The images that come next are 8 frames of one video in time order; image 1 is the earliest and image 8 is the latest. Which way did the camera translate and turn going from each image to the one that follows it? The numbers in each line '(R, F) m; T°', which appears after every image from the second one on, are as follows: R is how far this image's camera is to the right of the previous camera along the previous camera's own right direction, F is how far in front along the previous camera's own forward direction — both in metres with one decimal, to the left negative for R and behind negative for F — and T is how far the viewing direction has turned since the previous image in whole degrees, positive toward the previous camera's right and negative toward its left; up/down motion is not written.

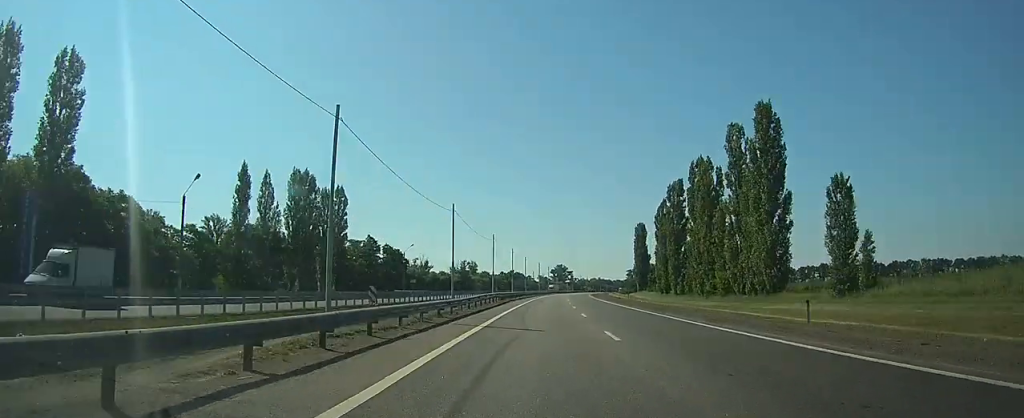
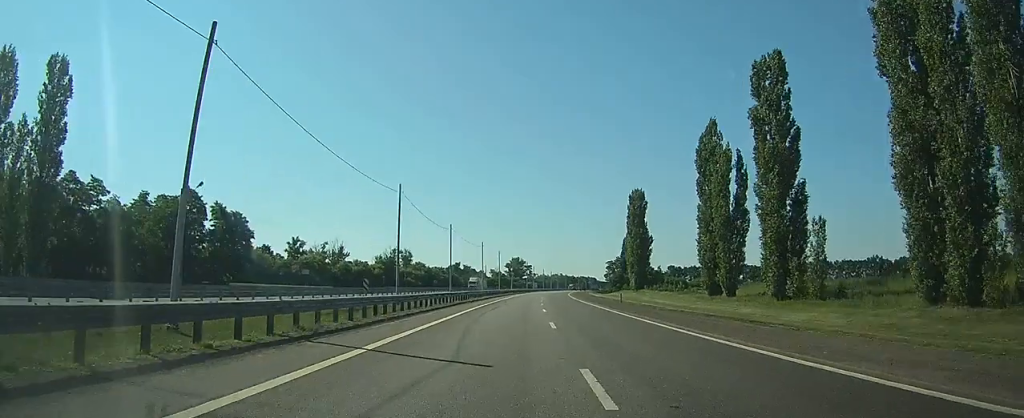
(+2.7, +68.3) m; +5°
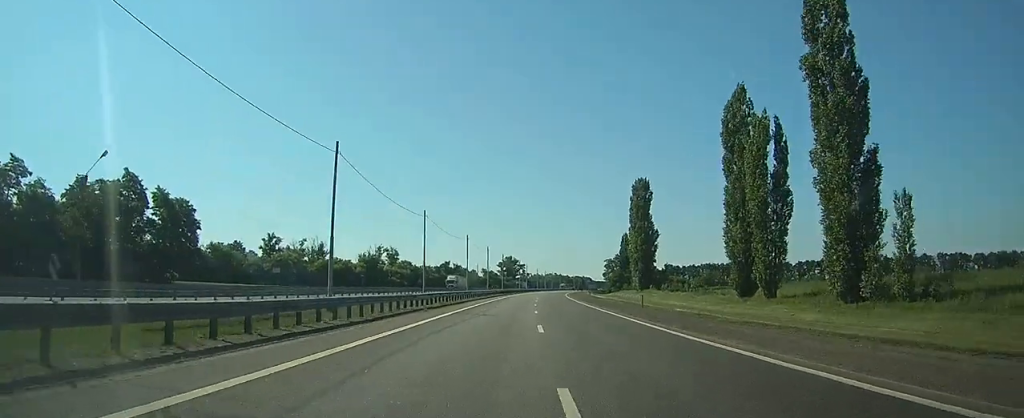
(+0.2, +13.8) m; +1°
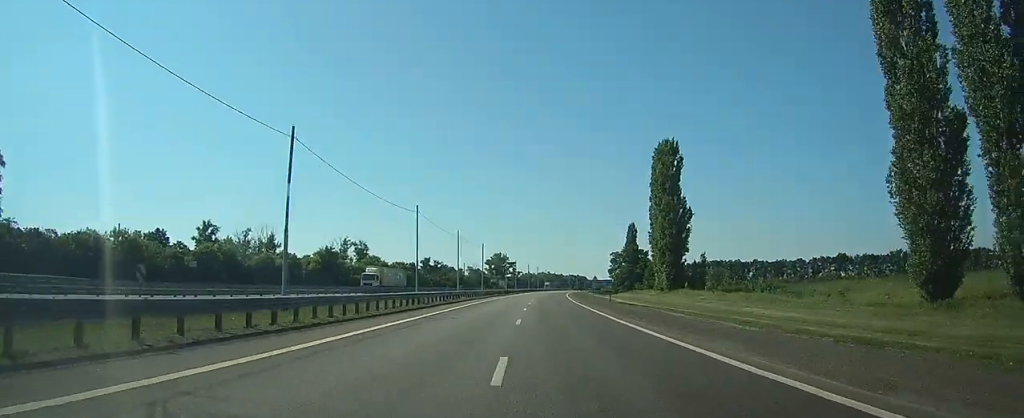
(0.0, +33.0) m; 0°
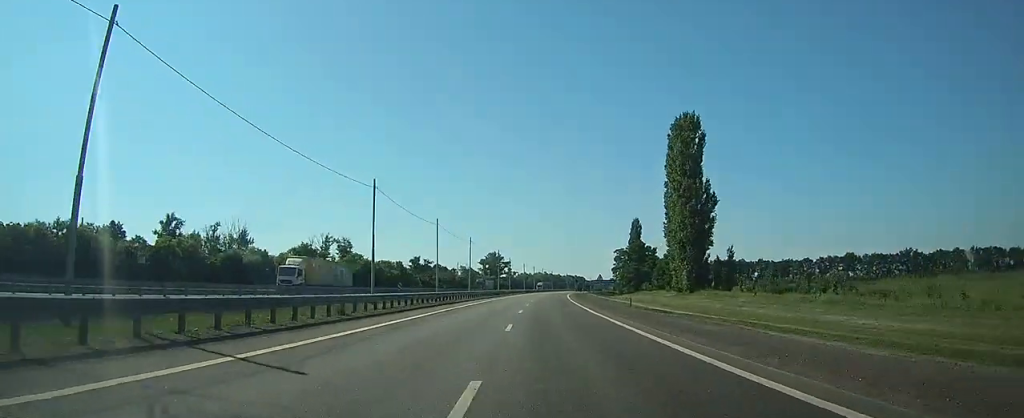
(-0.1, +14.5) m; 0°
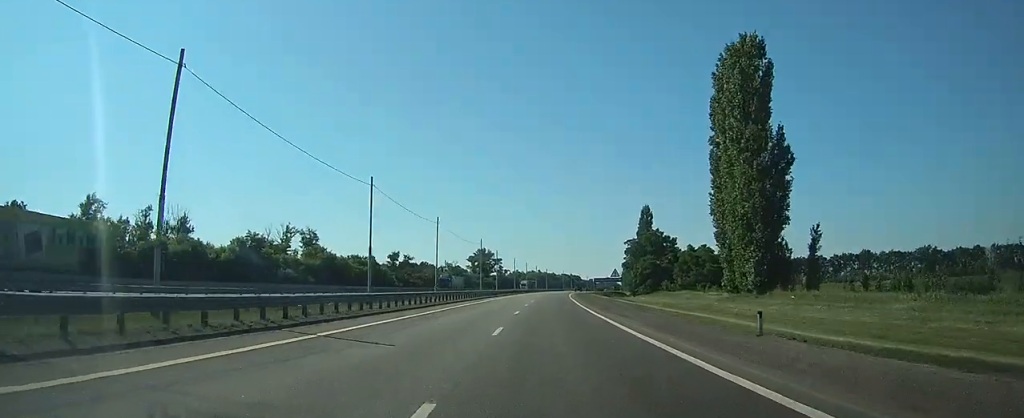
(+0.3, +25.3) m; +1°
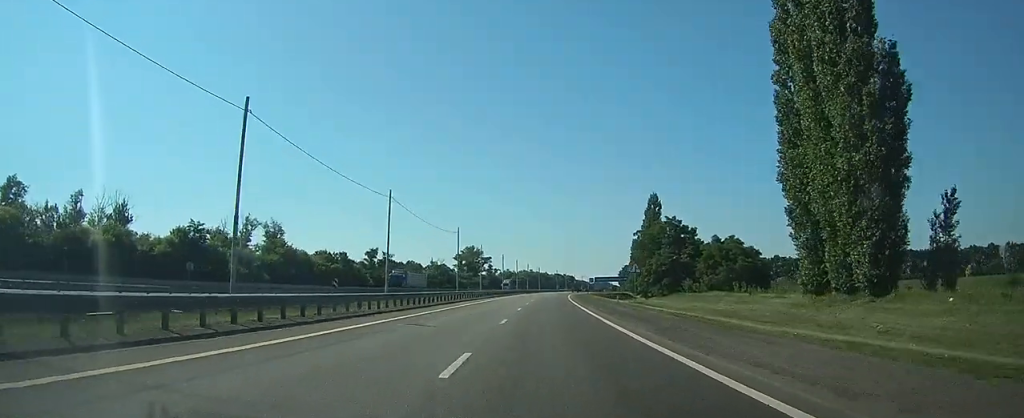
(+0.2, +18.9) m; +1°
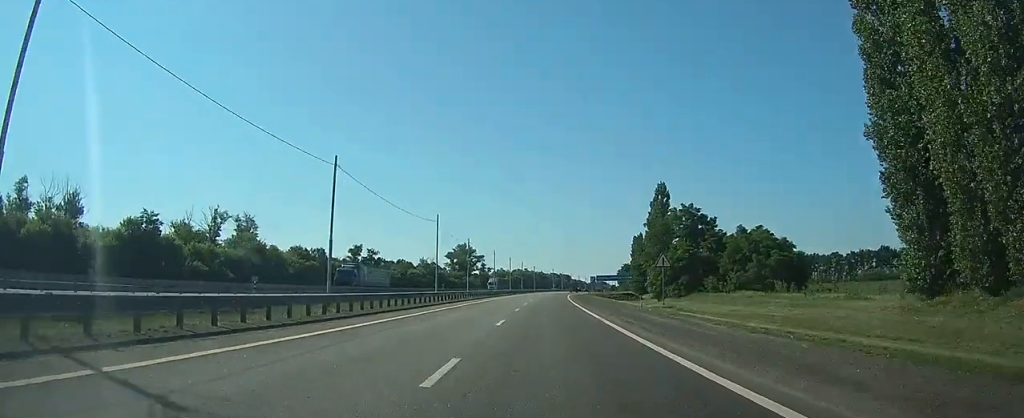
(0.0, +12.6) m; 0°
